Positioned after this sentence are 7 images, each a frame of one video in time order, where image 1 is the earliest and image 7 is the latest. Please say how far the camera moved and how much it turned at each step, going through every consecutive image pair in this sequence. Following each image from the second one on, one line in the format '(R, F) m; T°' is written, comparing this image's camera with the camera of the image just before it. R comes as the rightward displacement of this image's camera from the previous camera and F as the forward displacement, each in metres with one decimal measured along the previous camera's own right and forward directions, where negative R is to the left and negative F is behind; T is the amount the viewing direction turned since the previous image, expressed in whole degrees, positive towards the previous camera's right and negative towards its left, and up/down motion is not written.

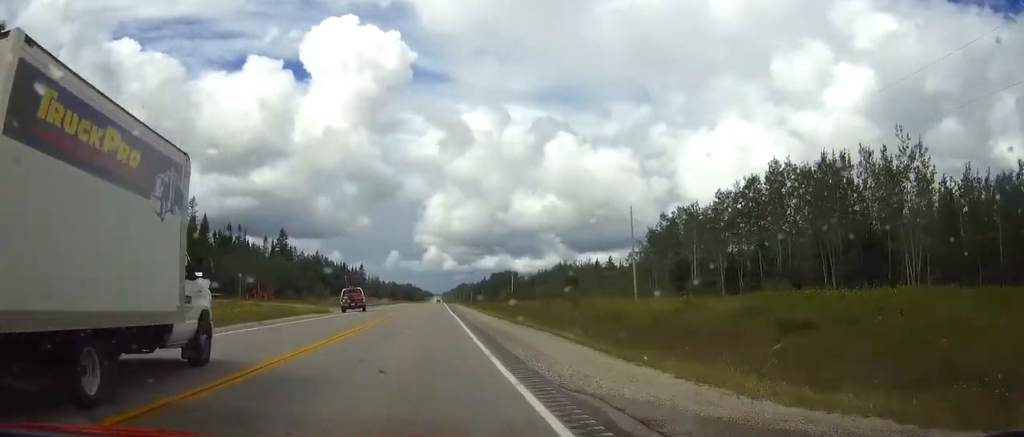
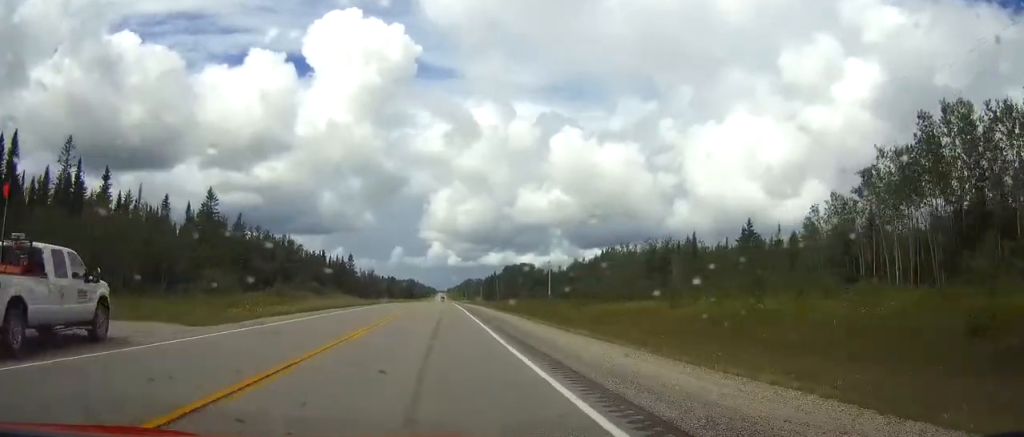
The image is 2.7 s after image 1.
(-0.3, +57.9) m; 0°
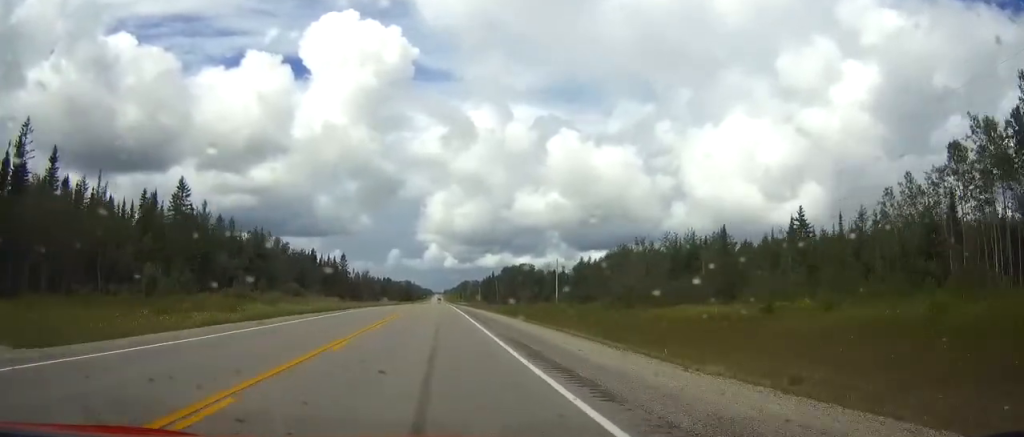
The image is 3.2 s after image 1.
(0.0, +12.3) m; 0°
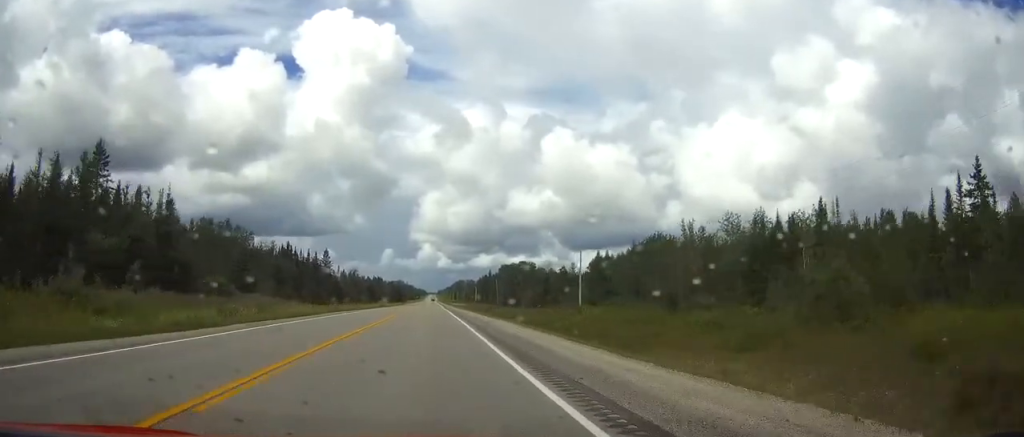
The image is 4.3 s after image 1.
(0.0, +25.9) m; 0°
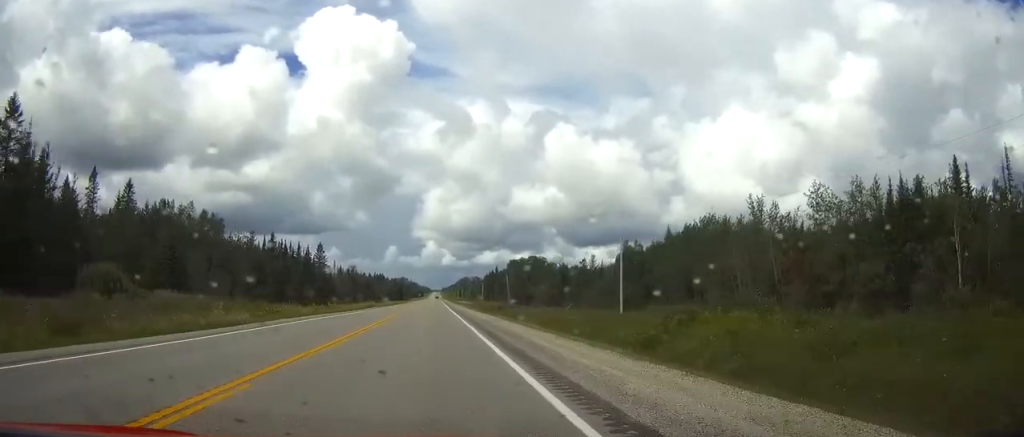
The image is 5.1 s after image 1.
(+0.1, +20.2) m; 0°
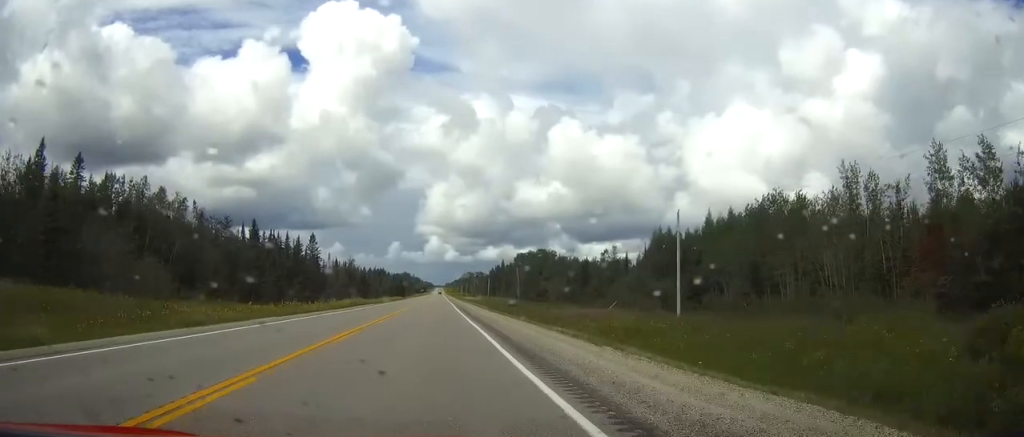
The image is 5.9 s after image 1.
(0.0, +18.2) m; 0°
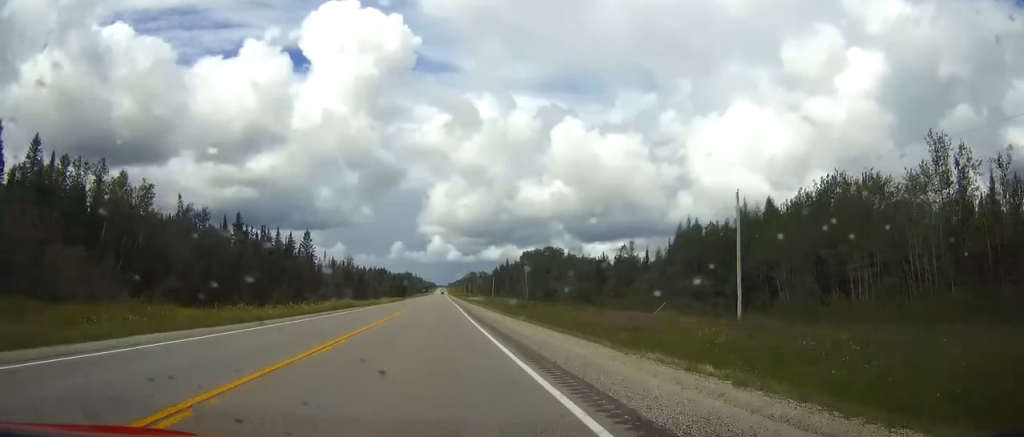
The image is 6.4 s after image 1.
(-0.1, +12.5) m; 0°
